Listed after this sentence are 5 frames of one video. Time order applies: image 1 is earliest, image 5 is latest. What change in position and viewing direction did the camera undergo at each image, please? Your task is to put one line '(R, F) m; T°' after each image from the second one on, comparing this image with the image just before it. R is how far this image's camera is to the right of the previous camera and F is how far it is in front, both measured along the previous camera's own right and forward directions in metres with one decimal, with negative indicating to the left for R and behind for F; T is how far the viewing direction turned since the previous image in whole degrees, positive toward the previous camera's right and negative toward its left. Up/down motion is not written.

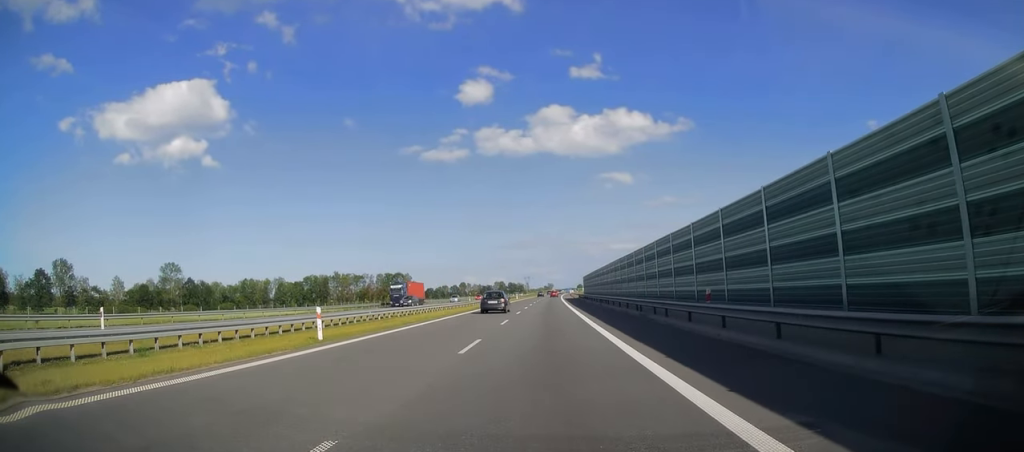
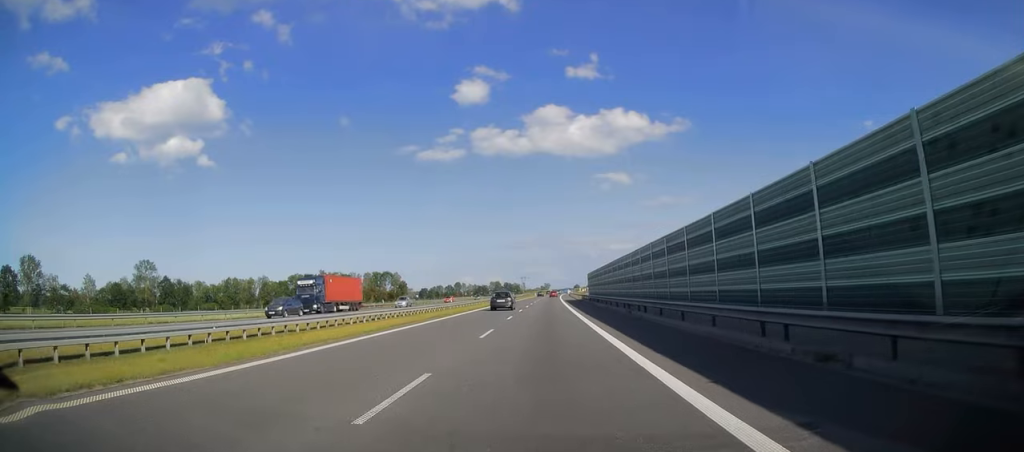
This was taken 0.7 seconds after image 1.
(-0.1, +19.1) m; 0°
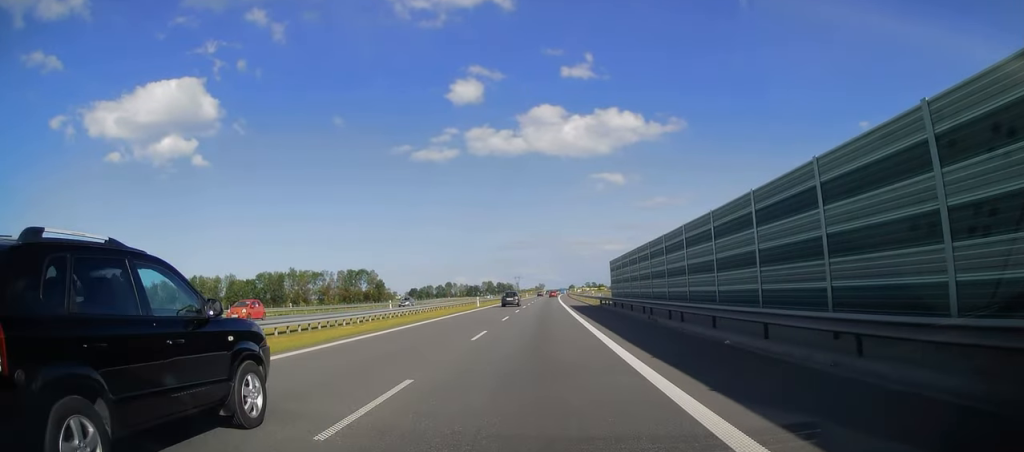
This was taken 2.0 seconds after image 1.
(+0.3, +36.5) m; 0°
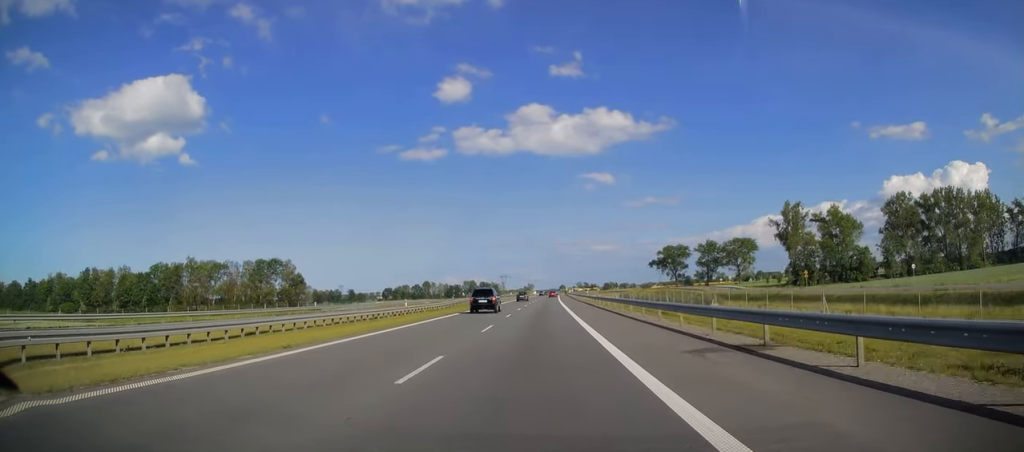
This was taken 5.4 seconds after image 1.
(+0.9, +91.6) m; +1°
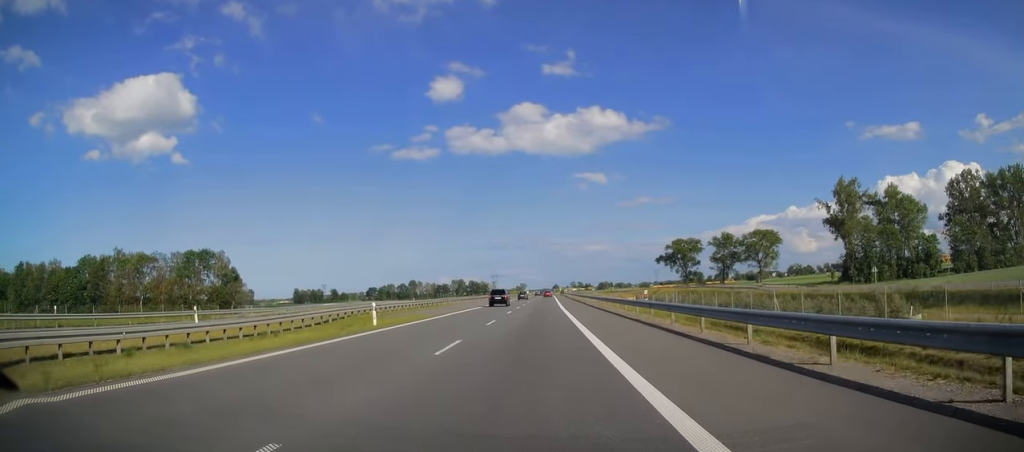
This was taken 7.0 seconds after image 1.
(+0.1, +43.4) m; 0°
